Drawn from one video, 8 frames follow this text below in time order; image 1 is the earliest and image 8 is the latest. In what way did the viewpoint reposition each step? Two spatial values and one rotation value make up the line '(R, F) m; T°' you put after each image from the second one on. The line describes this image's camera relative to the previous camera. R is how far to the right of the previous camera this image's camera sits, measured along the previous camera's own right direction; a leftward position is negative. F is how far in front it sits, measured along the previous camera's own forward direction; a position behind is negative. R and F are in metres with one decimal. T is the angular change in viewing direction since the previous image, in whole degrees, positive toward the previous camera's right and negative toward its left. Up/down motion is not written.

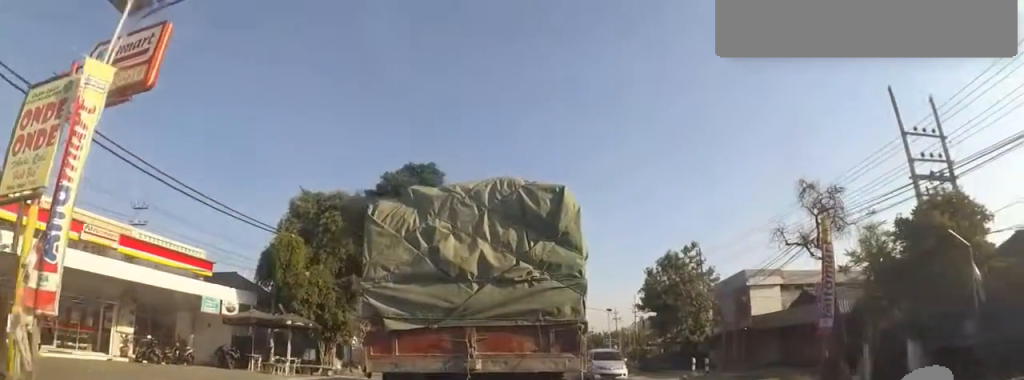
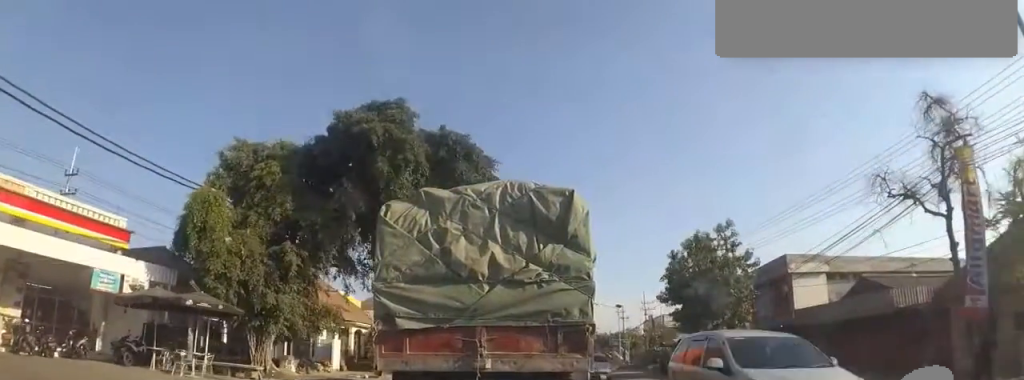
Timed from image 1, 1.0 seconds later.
(0.0, +6.3) m; 0°
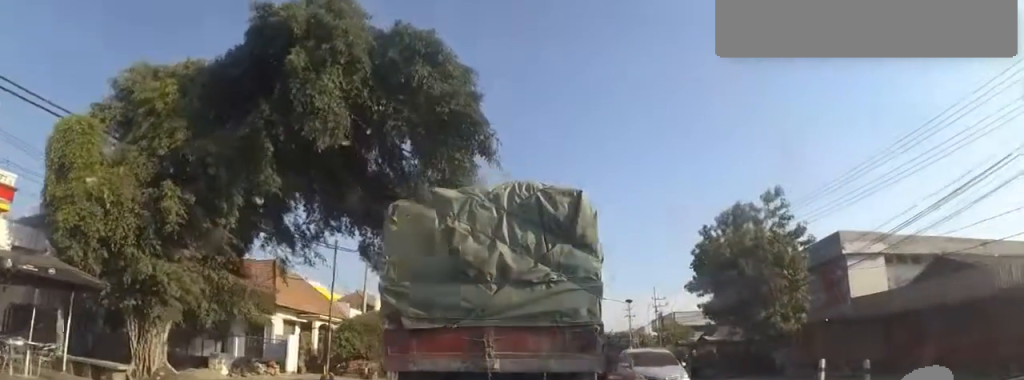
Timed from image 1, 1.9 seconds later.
(0.0, +5.9) m; 0°
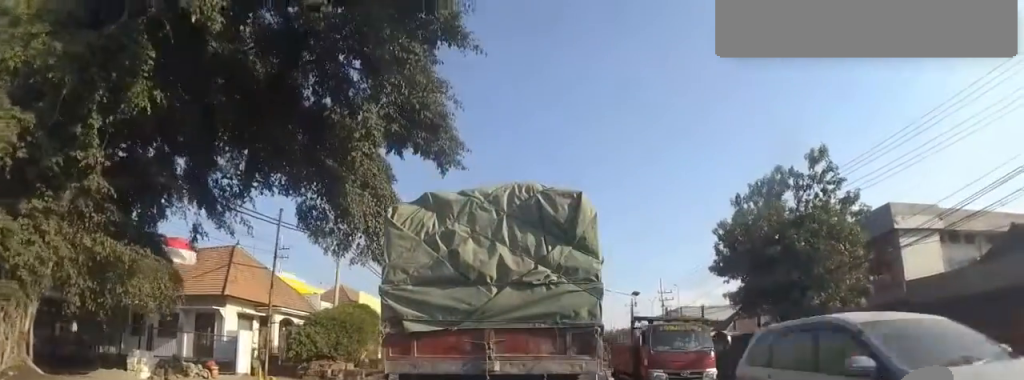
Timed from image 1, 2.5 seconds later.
(0.0, +4.4) m; 0°
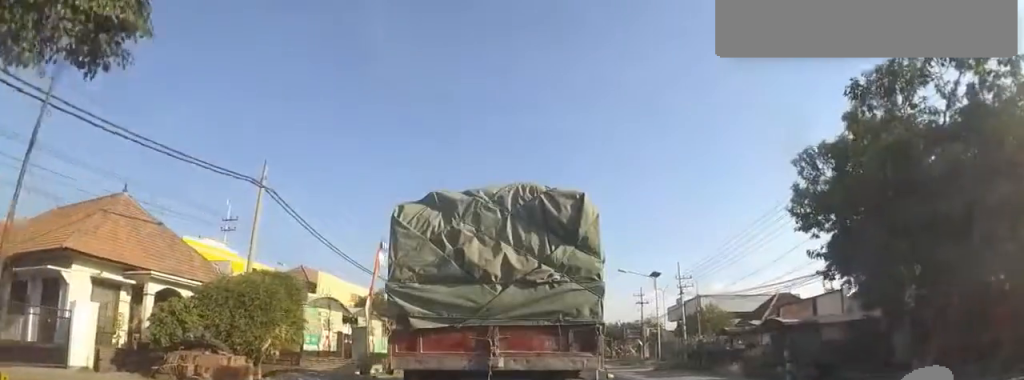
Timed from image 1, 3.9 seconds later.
(0.0, +9.1) m; 0°
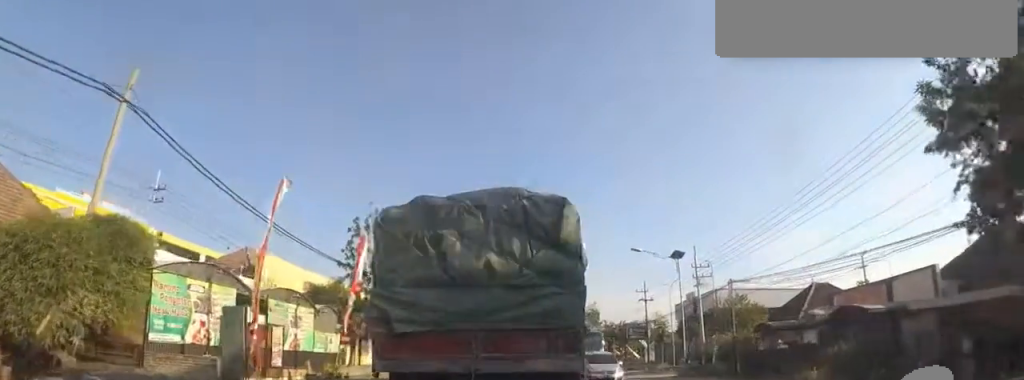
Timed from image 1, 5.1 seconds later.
(0.0, +8.2) m; 0°
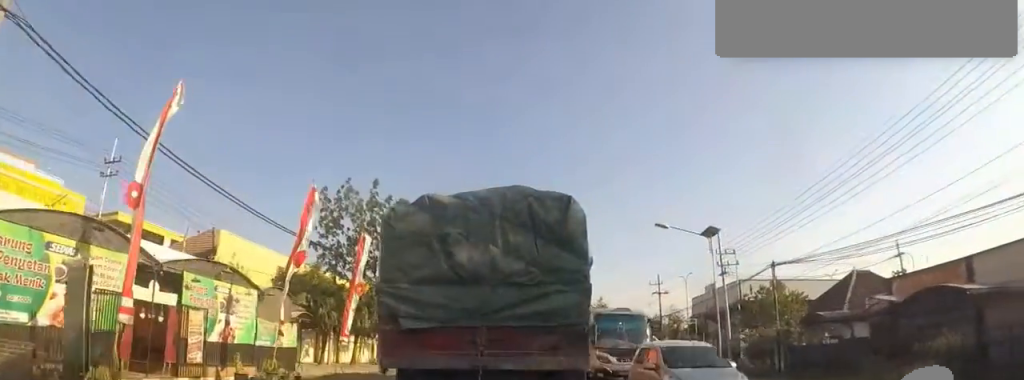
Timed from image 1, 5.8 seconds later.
(0.0, +4.9) m; 0°
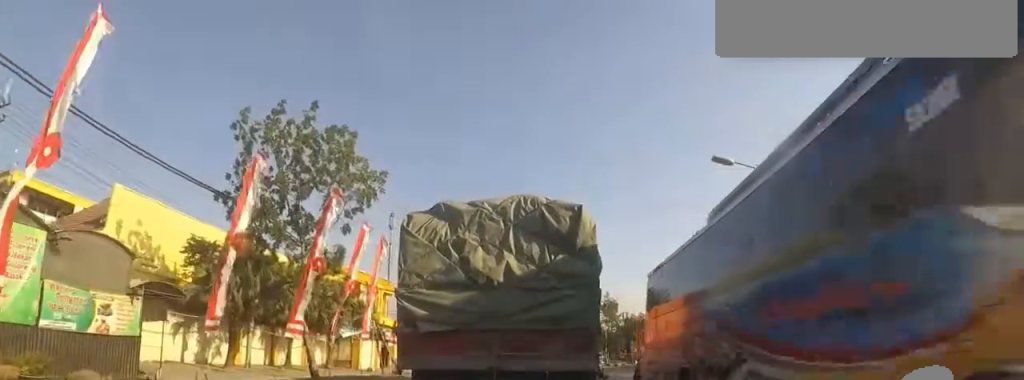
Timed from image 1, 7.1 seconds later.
(0.0, +8.5) m; 0°
